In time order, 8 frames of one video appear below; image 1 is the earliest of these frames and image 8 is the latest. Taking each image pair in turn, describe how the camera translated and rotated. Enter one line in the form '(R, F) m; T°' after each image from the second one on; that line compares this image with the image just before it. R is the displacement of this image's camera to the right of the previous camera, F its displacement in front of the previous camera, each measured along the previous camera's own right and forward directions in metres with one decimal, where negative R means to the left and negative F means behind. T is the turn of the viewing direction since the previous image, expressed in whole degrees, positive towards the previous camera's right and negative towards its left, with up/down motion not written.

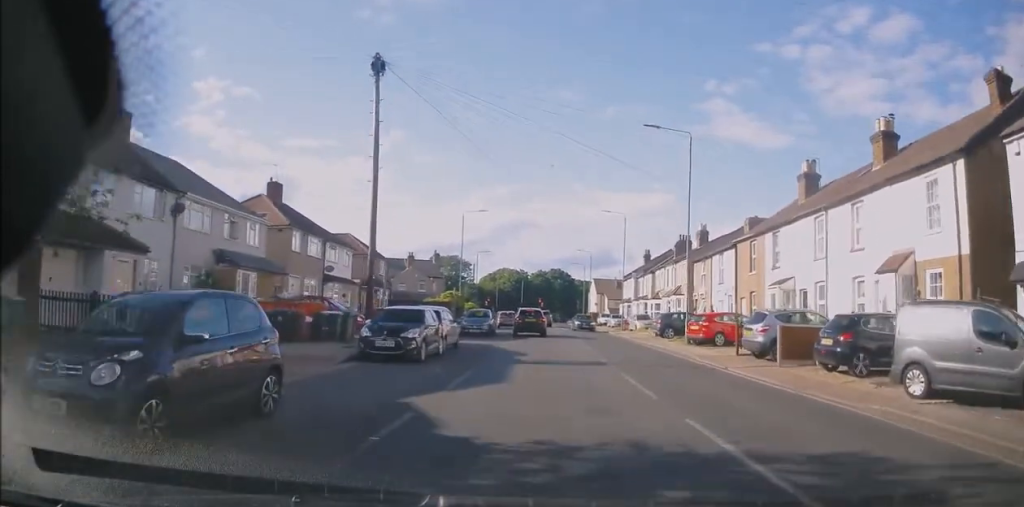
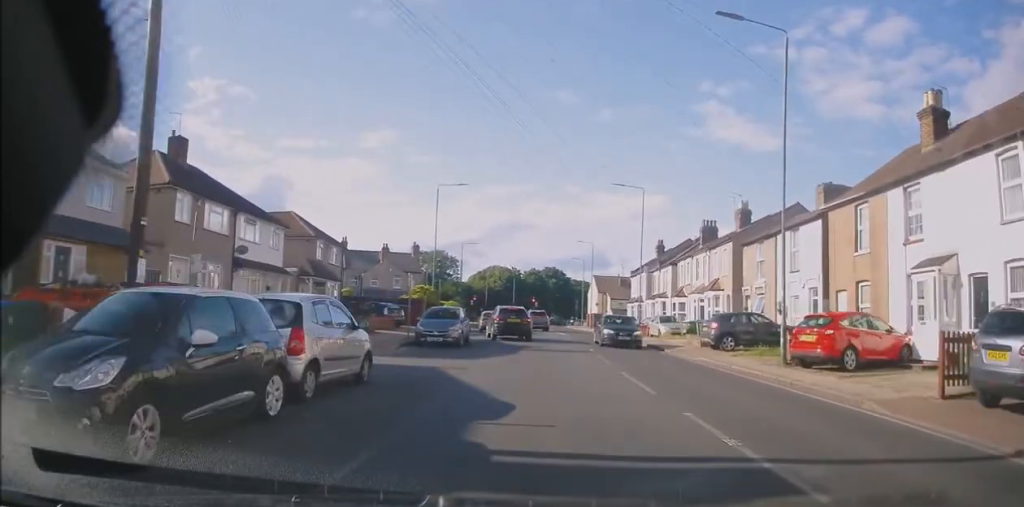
(+0.1, +12.0) m; +2°
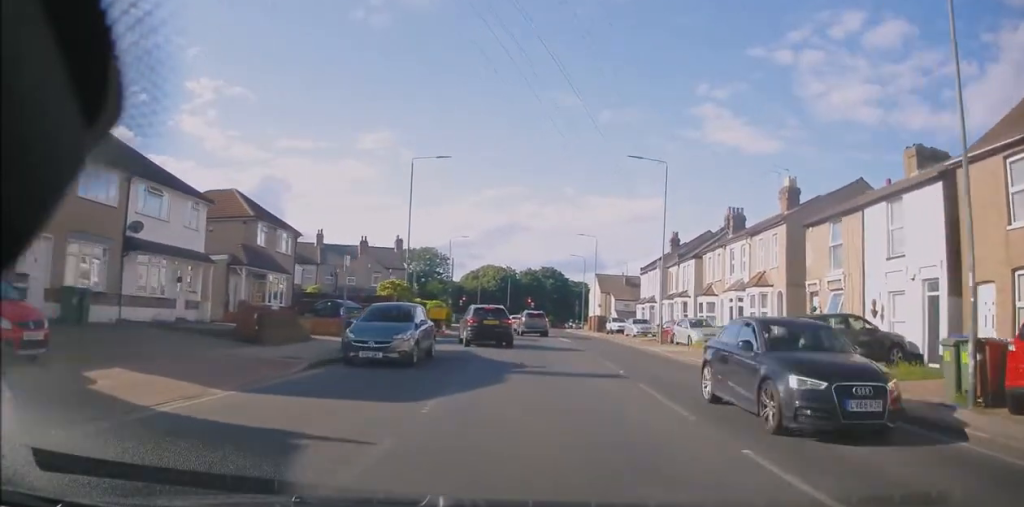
(+0.1, +8.6) m; 0°
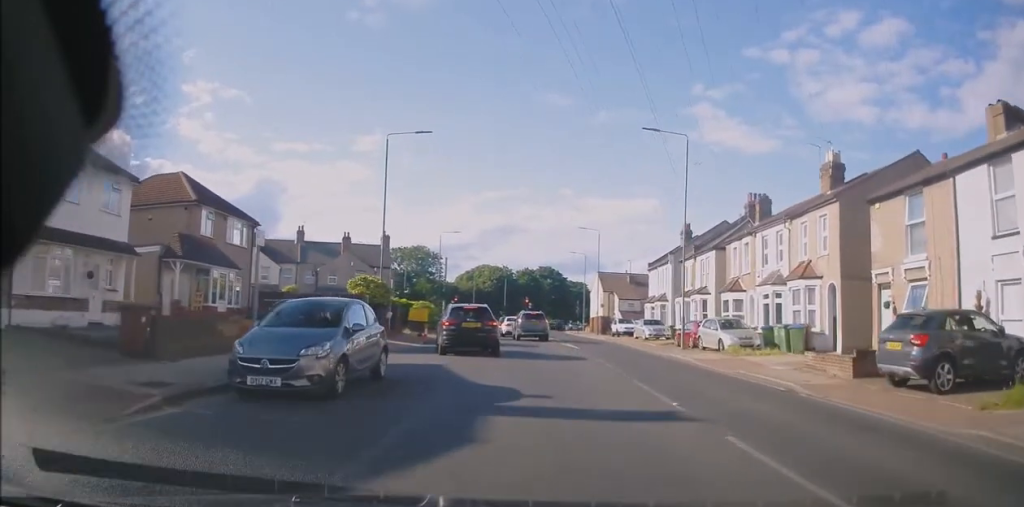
(-0.1, +5.4) m; -1°
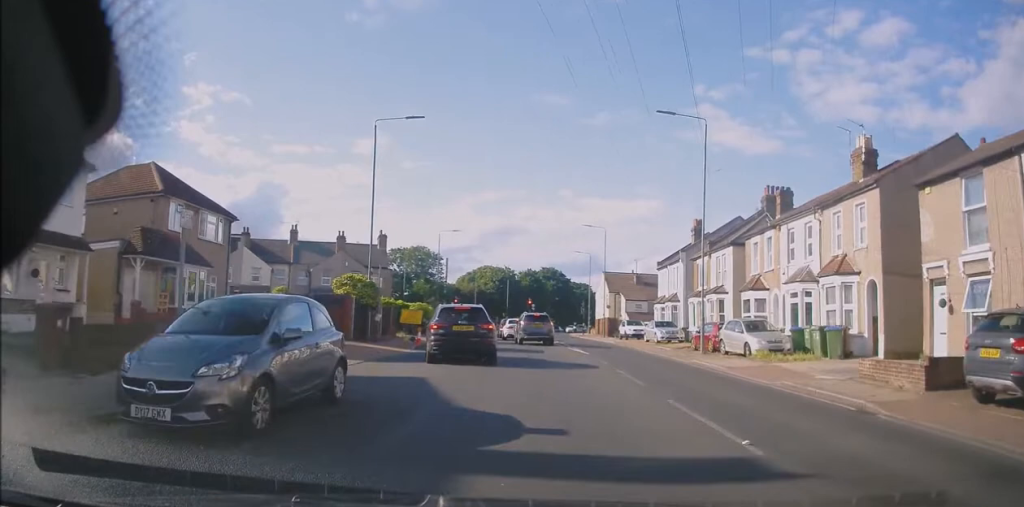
(0.0, +2.9) m; +1°
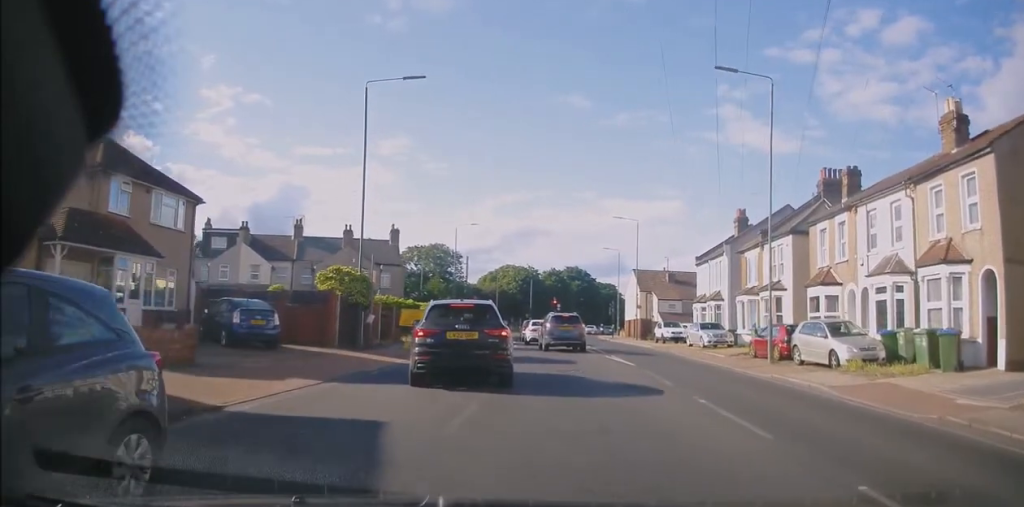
(+0.2, +5.9) m; +3°
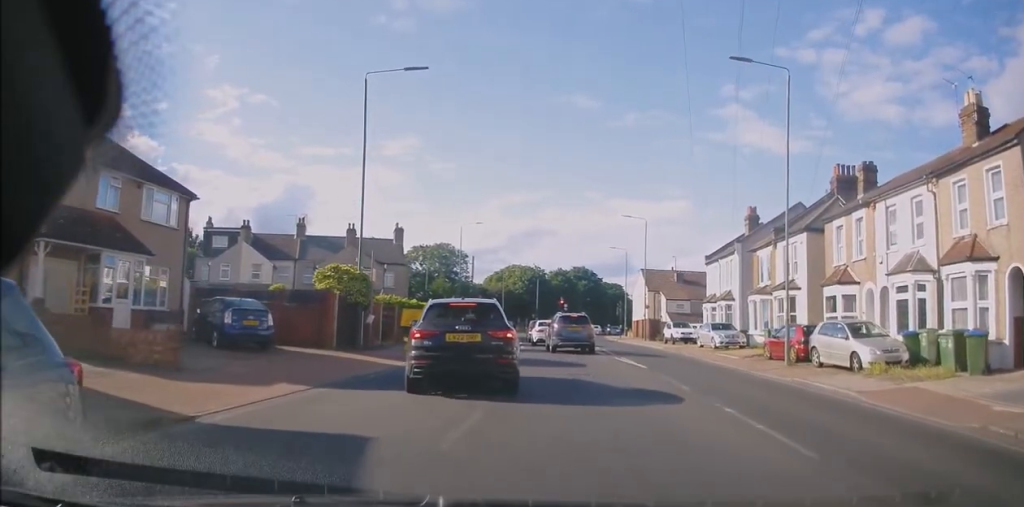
(-0.1, +1.0) m; 0°
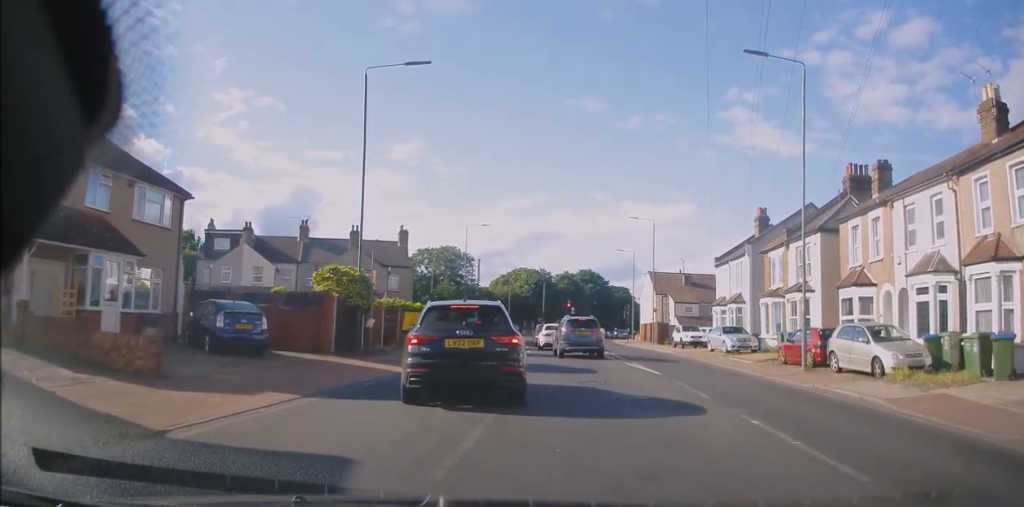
(-0.3, +1.2) m; 0°
